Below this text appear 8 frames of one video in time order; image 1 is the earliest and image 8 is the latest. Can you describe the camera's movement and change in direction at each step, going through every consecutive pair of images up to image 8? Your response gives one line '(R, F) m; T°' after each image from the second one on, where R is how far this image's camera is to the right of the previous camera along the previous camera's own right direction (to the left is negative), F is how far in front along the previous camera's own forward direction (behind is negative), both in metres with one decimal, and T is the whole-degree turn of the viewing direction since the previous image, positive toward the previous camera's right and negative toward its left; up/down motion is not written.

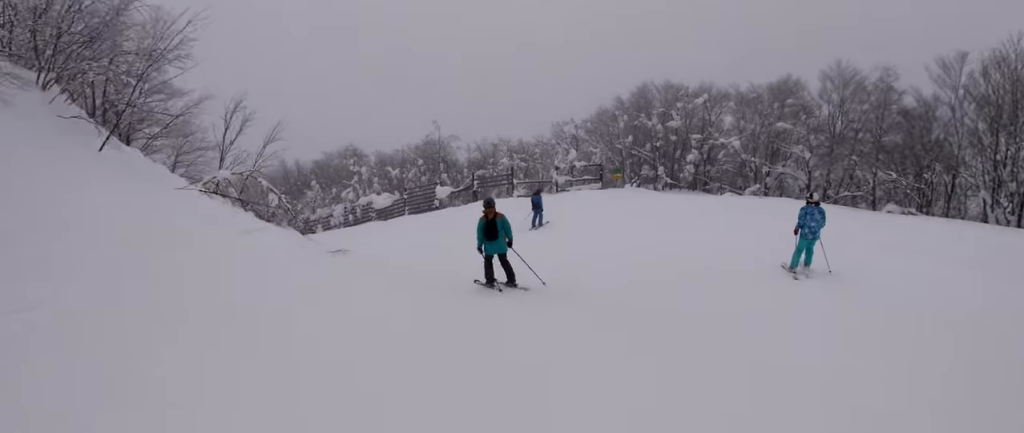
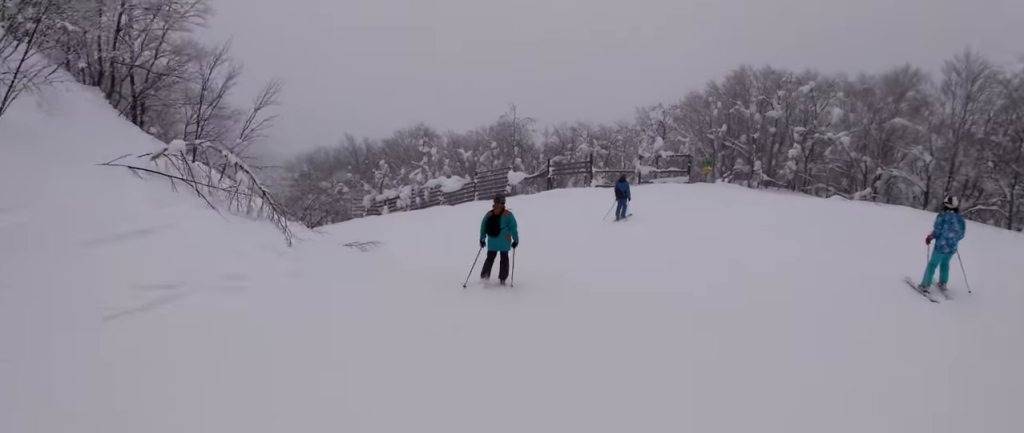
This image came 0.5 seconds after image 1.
(-0.2, +3.6) m; -4°
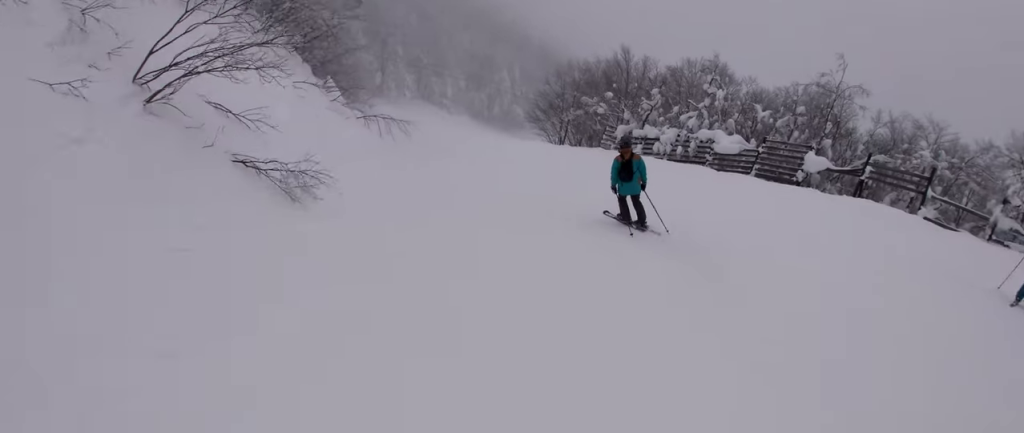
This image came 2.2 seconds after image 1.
(-1.2, +11.1) m; -19°
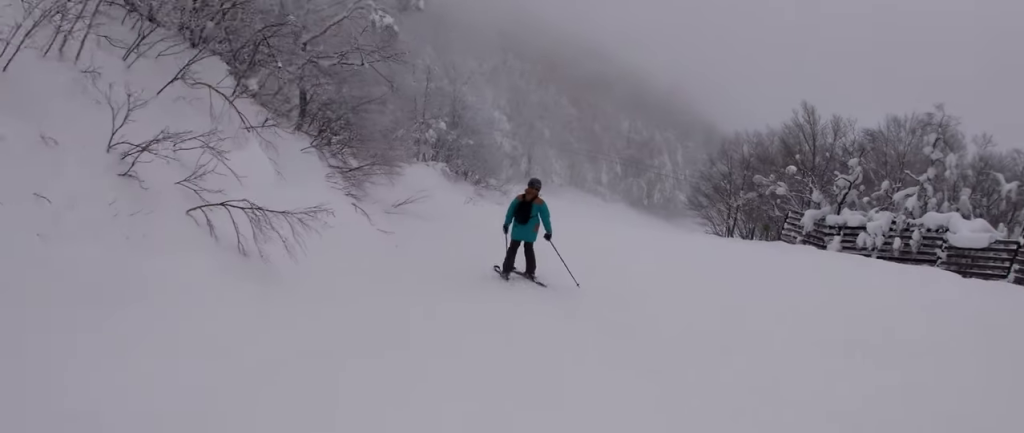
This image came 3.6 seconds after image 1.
(-2.6, +10.0) m; -20°
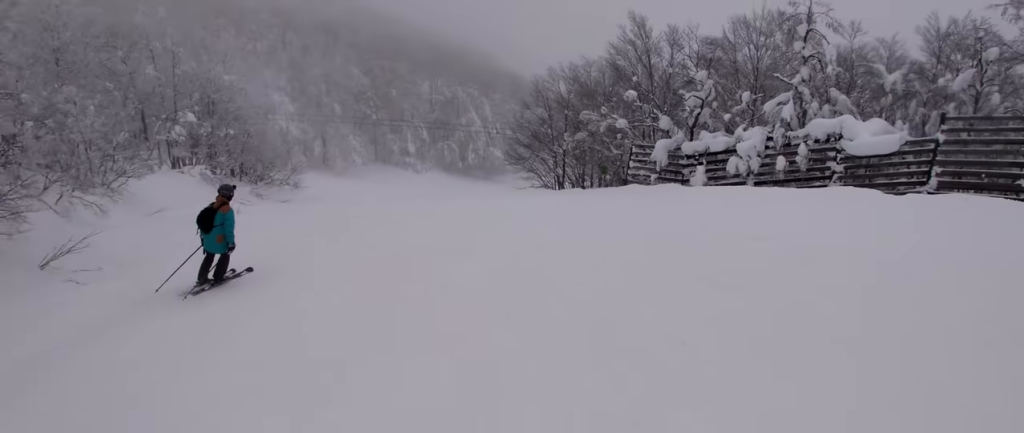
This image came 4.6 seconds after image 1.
(-0.3, +7.0) m; -1°
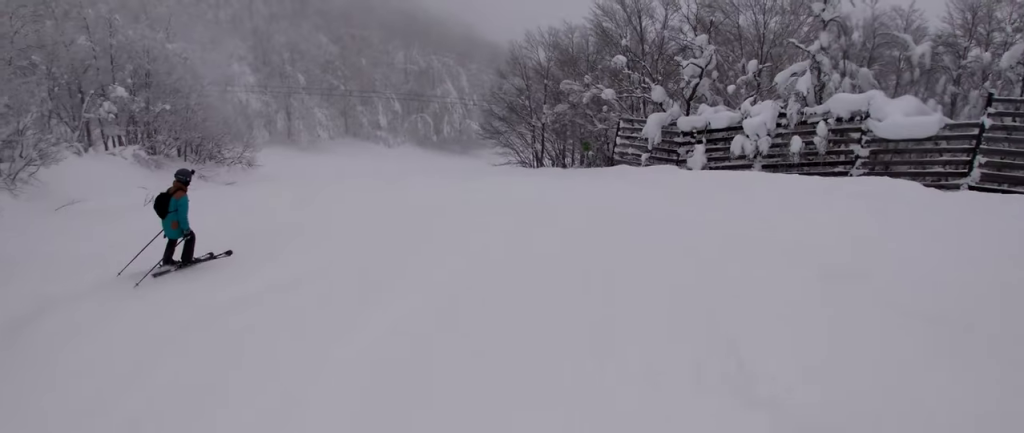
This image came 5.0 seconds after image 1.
(+0.1, +3.3) m; 0°
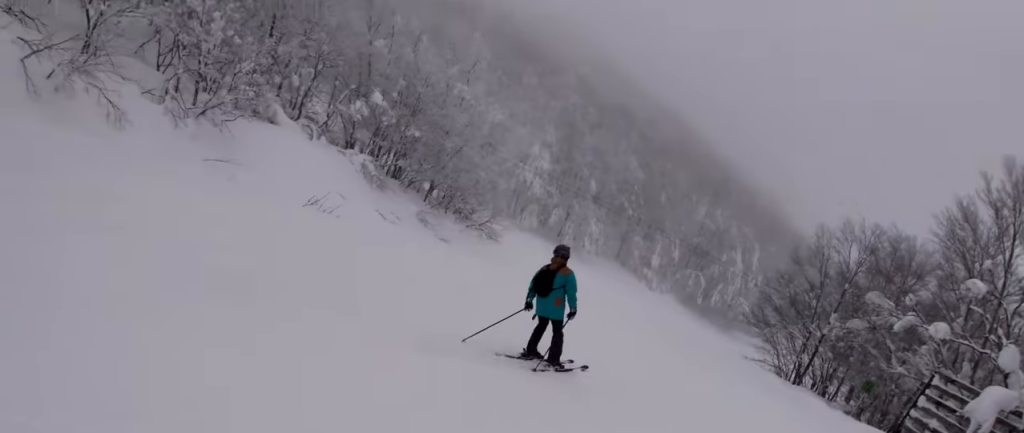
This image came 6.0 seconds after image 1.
(+0.2, +6.5) m; -18°
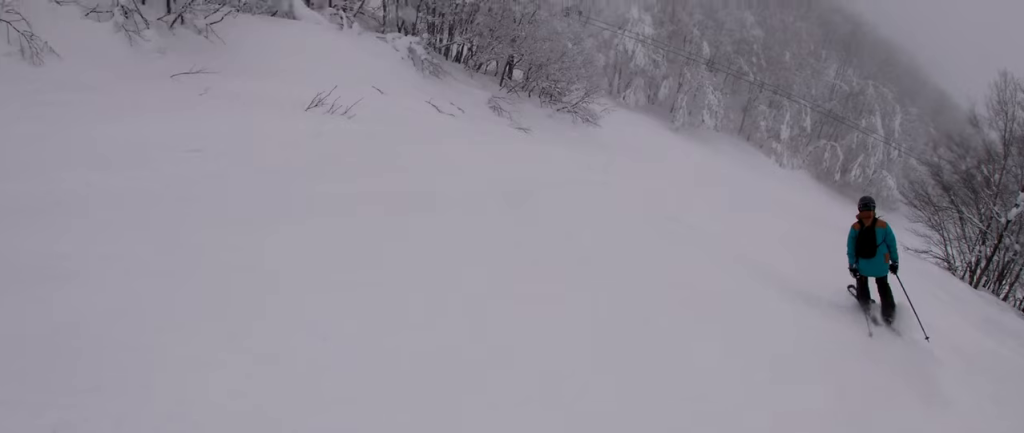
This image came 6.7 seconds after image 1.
(-1.7, +4.6) m; -9°
